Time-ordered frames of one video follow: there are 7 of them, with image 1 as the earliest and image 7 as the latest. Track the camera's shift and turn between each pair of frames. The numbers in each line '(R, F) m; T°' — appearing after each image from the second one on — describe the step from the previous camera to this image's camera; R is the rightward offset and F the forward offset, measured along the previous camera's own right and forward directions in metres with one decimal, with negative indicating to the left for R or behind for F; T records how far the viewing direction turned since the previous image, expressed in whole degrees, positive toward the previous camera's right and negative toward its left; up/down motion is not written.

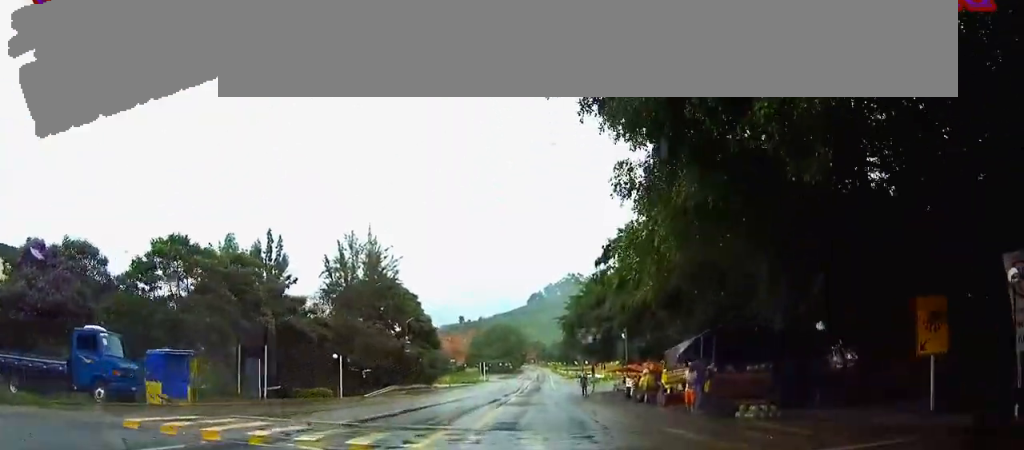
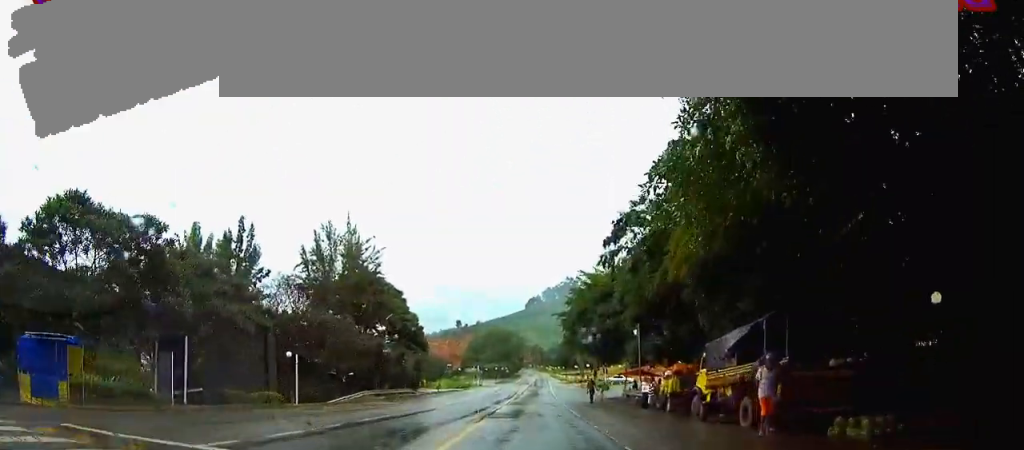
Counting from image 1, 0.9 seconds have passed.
(+0.2, +8.6) m; +3°
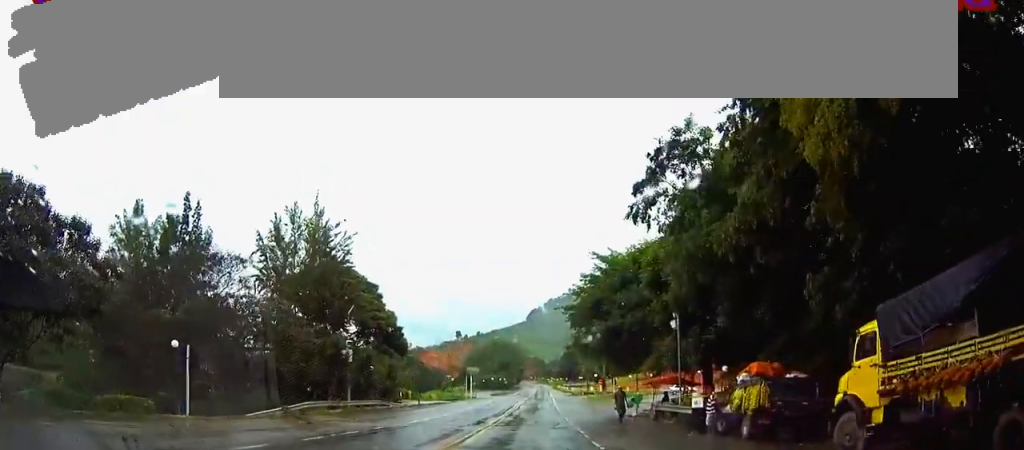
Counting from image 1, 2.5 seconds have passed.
(+0.4, +12.2) m; -1°
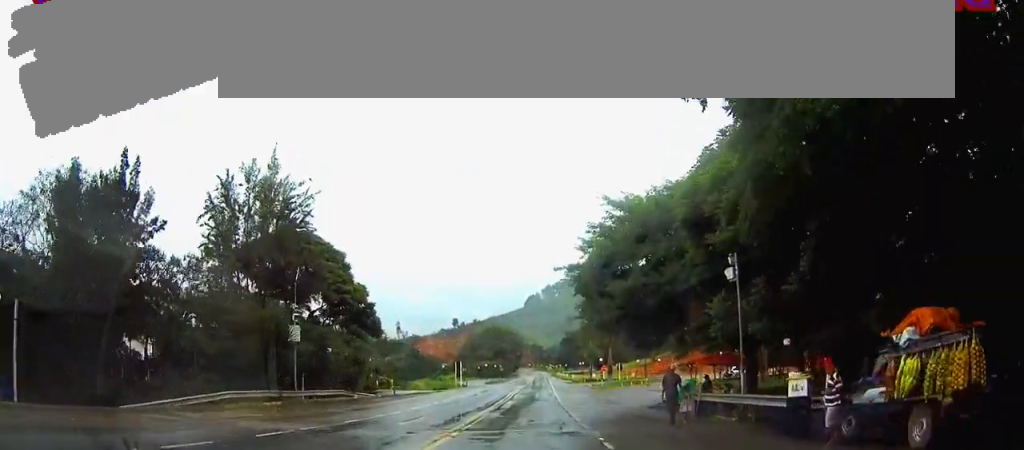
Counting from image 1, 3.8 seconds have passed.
(-0.4, +9.4) m; -3°
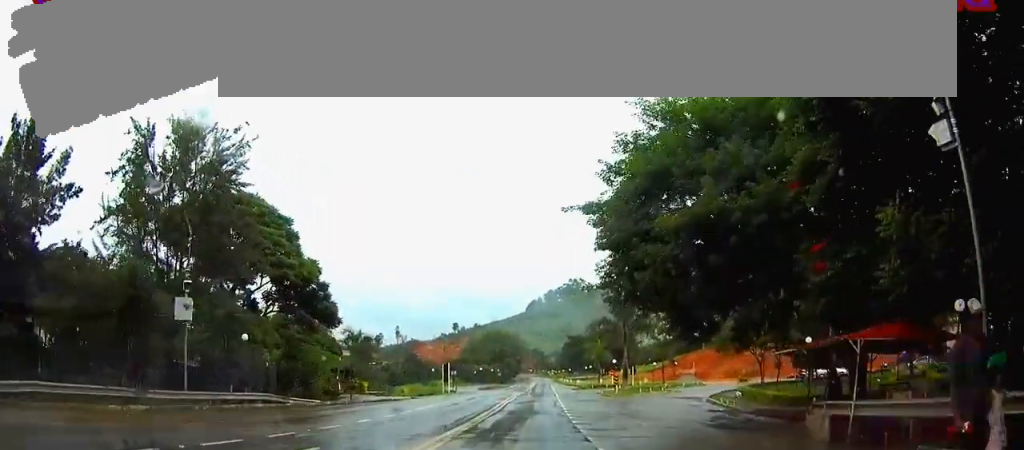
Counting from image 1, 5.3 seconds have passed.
(0.0, +12.2) m; 0°
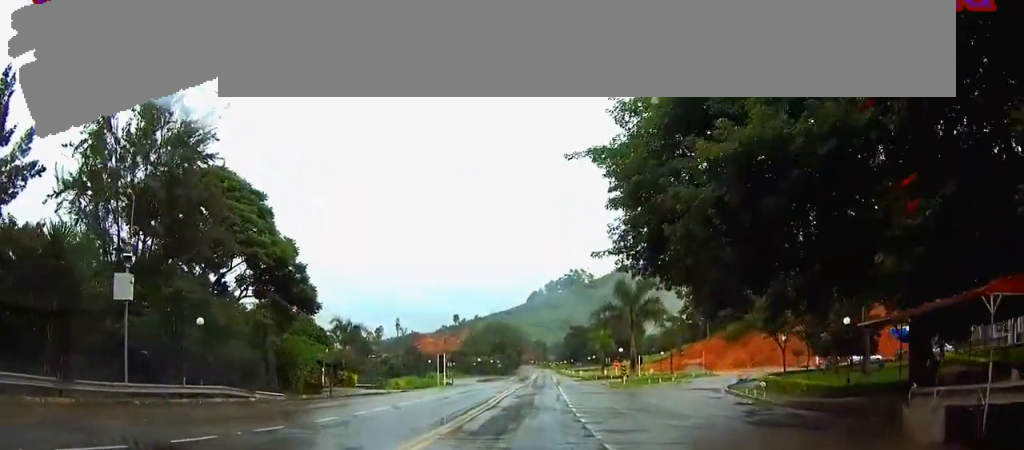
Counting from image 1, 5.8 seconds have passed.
(0.0, +4.5) m; 0°
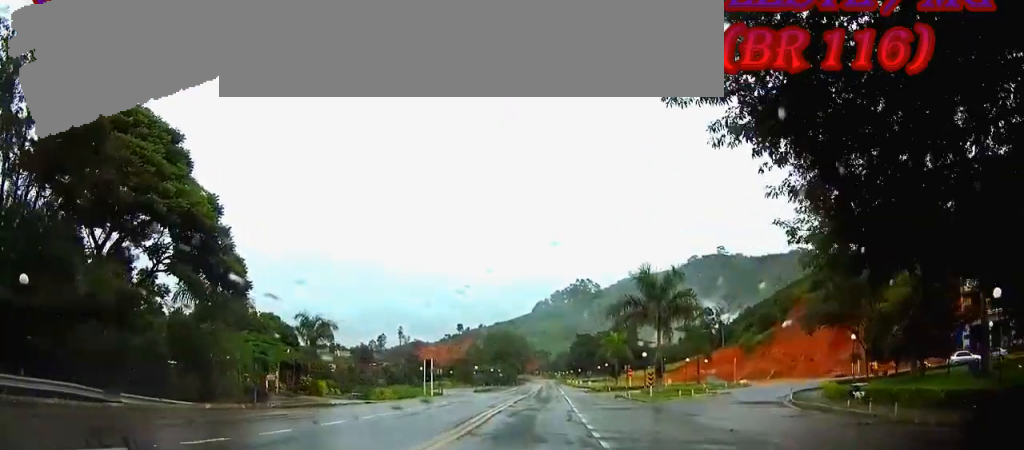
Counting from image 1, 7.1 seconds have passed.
(-0.1, +11.0) m; -1°
